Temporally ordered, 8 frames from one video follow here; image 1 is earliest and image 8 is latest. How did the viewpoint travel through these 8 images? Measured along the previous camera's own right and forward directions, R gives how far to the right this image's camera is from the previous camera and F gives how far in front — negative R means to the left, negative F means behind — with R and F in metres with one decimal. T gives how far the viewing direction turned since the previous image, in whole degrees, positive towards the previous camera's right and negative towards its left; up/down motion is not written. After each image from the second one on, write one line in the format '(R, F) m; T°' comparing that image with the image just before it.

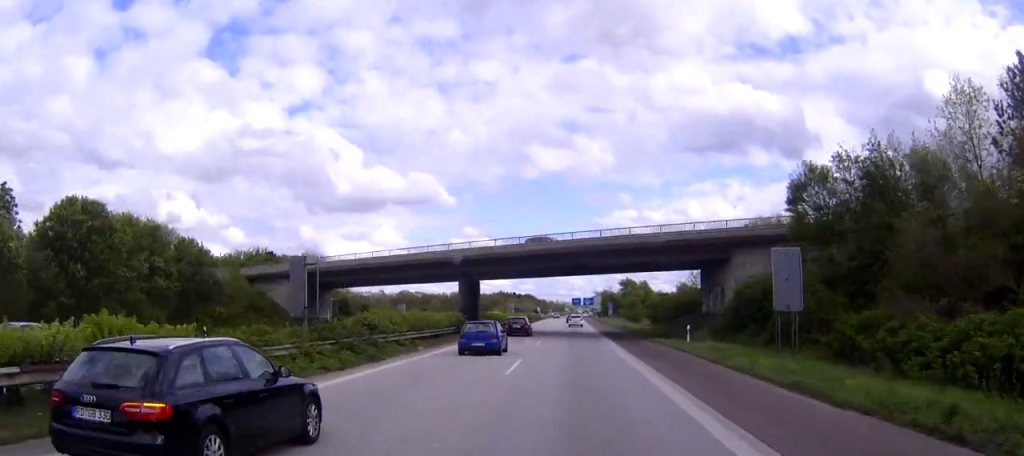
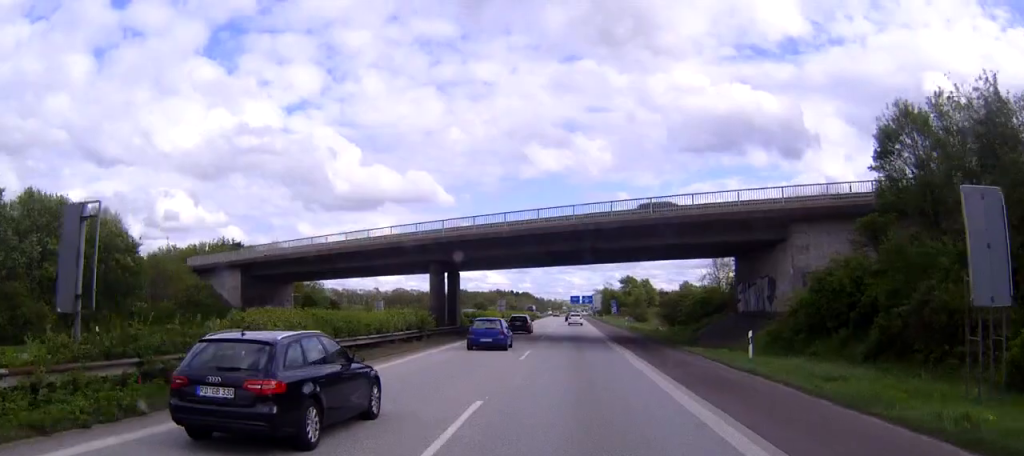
(0.0, +12.6) m; 0°
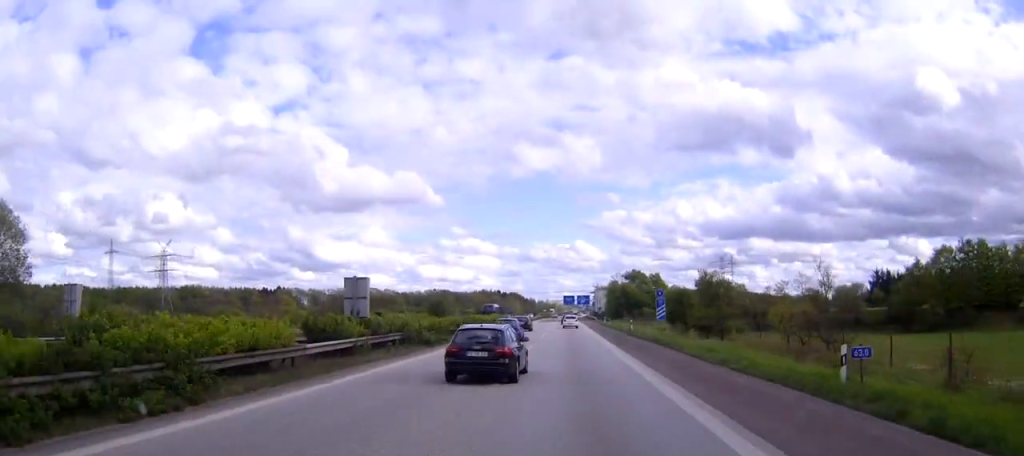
(+0.6, +62.9) m; +1°
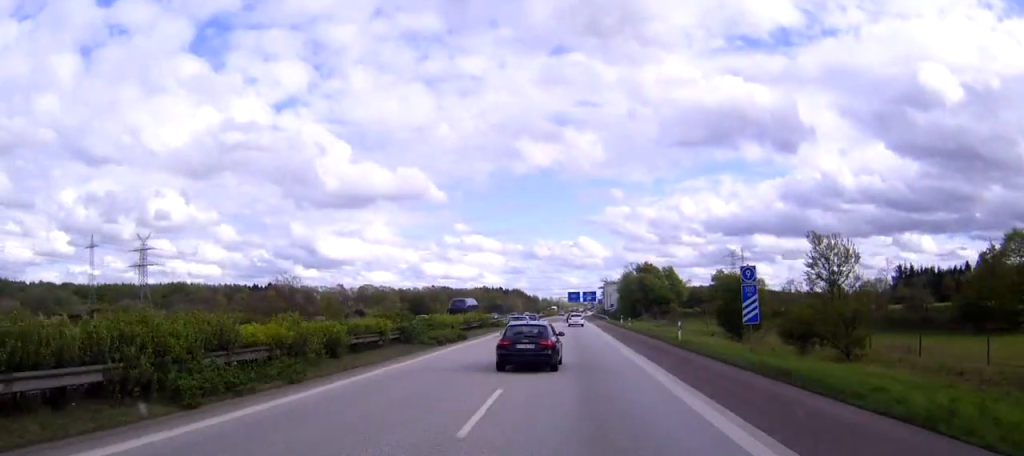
(-0.1, +25.1) m; 0°
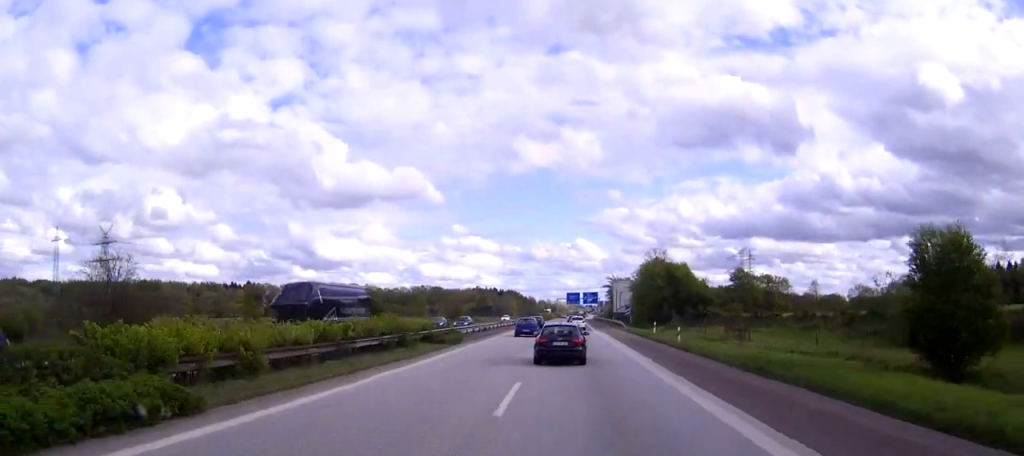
(-0.1, +33.6) m; 0°
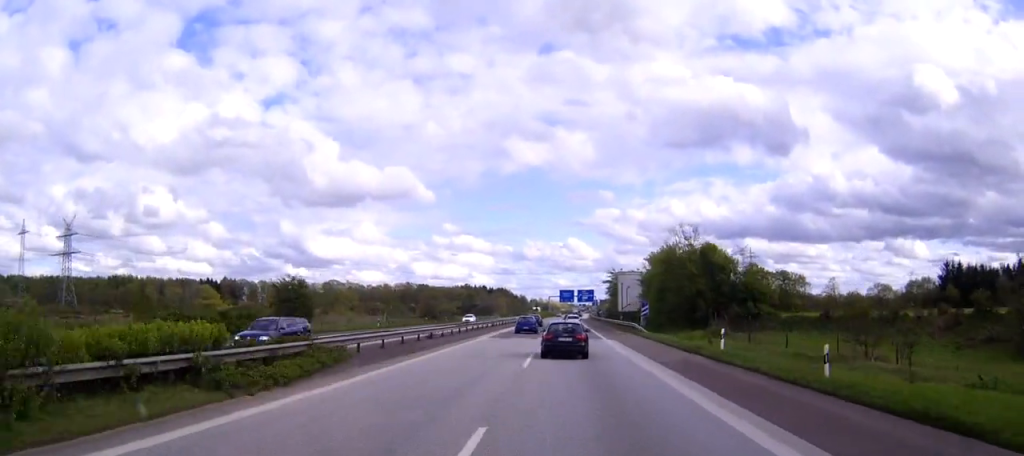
(+0.1, +25.8) m; 0°
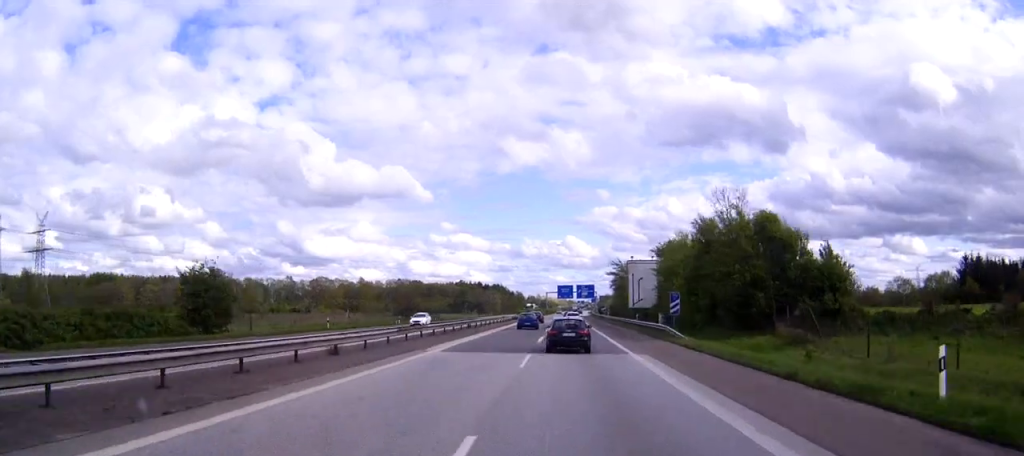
(0.0, +19.0) m; 0°
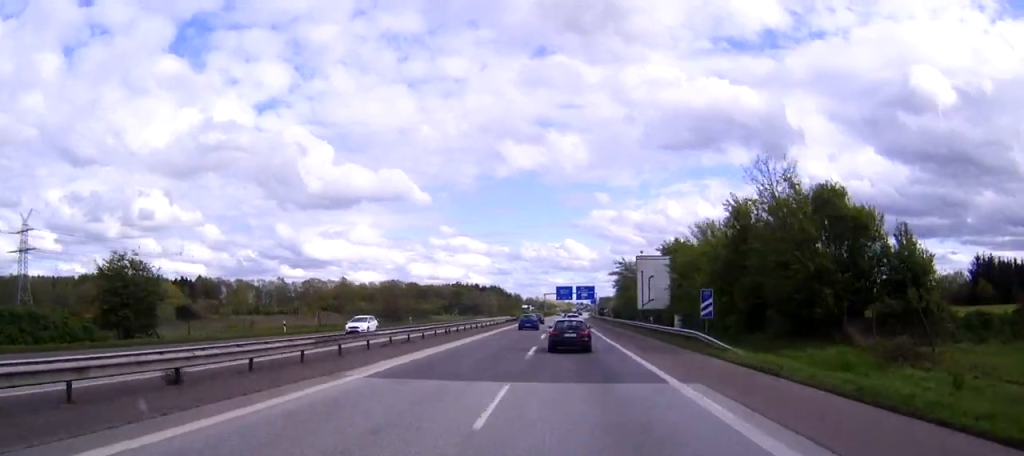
(0.0, +11.4) m; 0°
